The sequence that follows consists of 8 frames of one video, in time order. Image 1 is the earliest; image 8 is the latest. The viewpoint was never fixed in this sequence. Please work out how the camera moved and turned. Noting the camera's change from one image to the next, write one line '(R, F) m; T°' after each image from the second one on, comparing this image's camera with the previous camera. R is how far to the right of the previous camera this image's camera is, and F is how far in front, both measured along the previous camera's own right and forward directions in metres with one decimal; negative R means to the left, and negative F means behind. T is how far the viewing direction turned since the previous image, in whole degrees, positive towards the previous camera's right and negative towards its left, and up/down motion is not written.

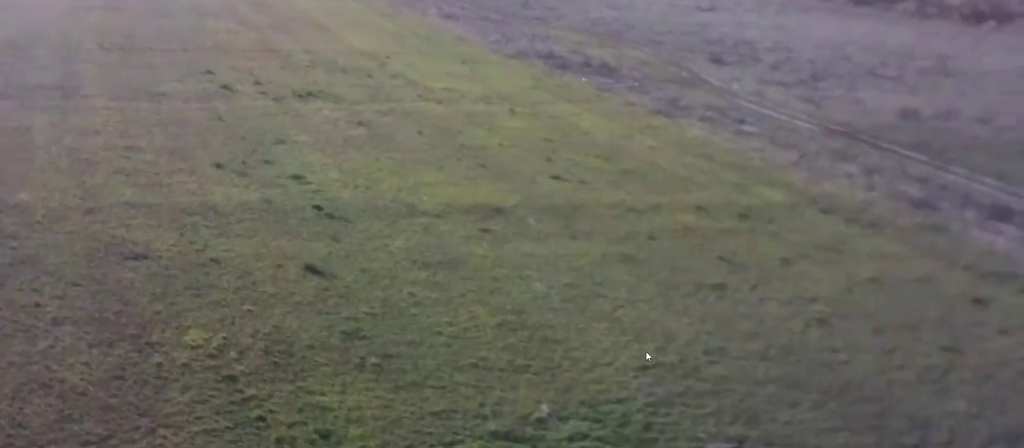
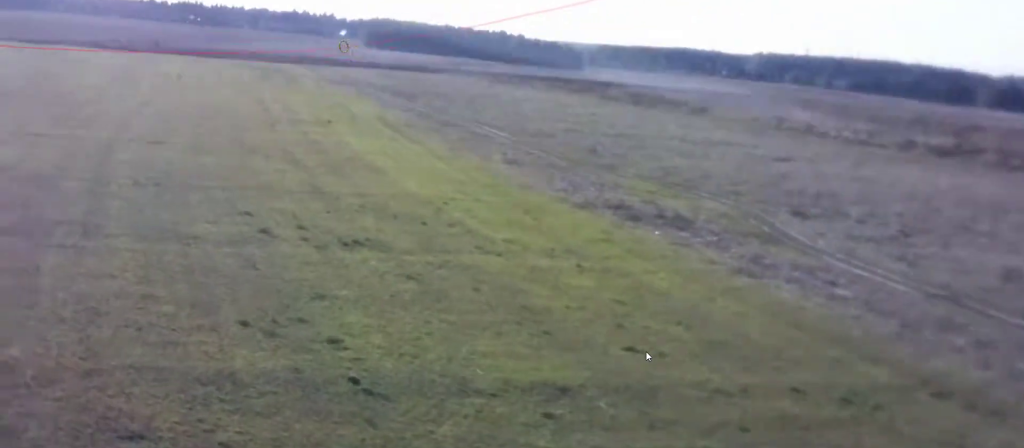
(-0.2, +9.1) m; -3°
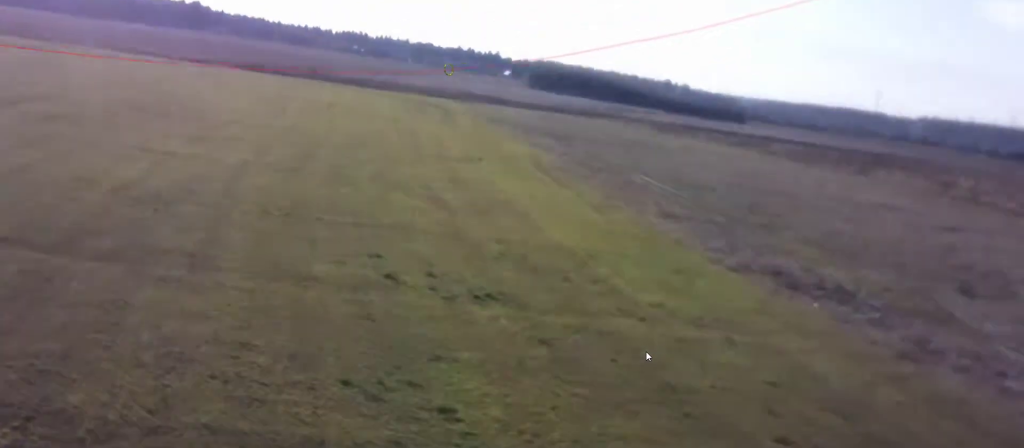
(+0.1, +6.7) m; -6°
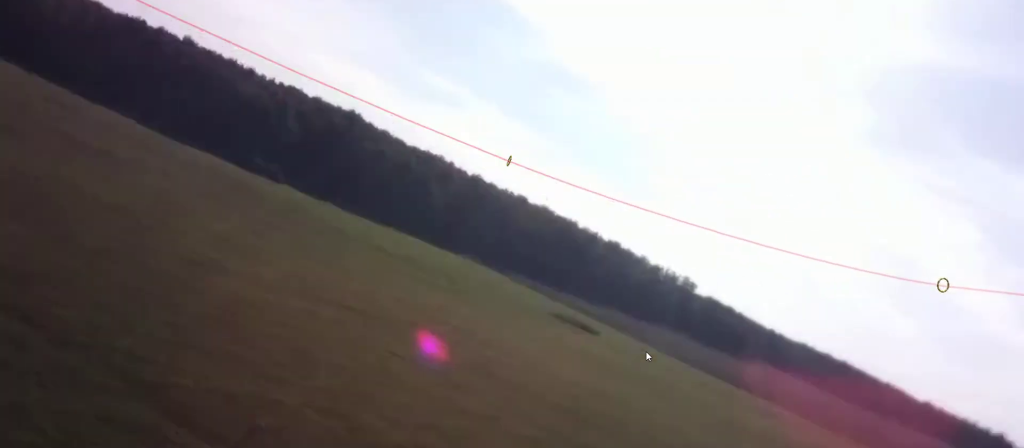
(-3.3, +17.7) m; -32°
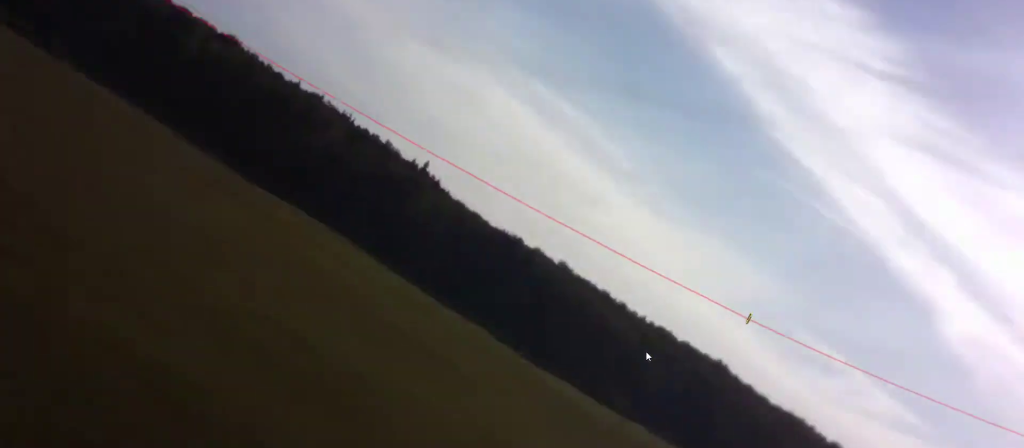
(-1.5, +5.9) m; -16°
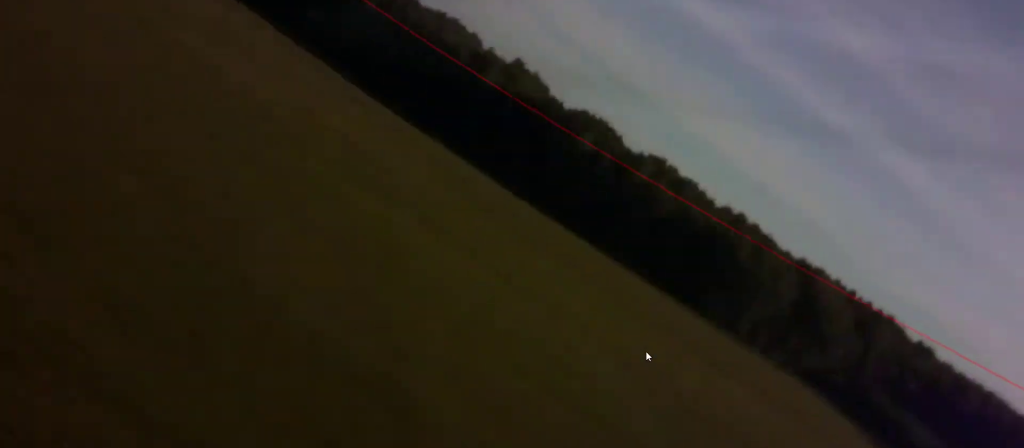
(-5.5, +14.1) m; -49°
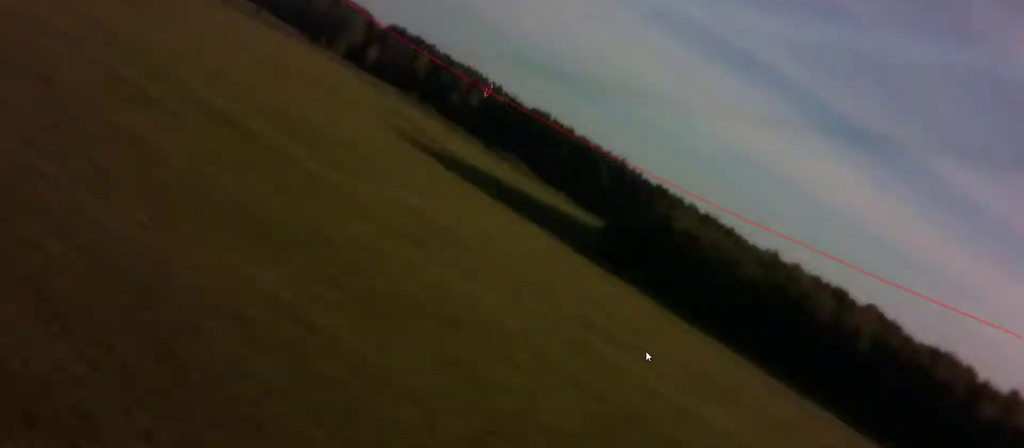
(-2.0, +6.9) m; -28°
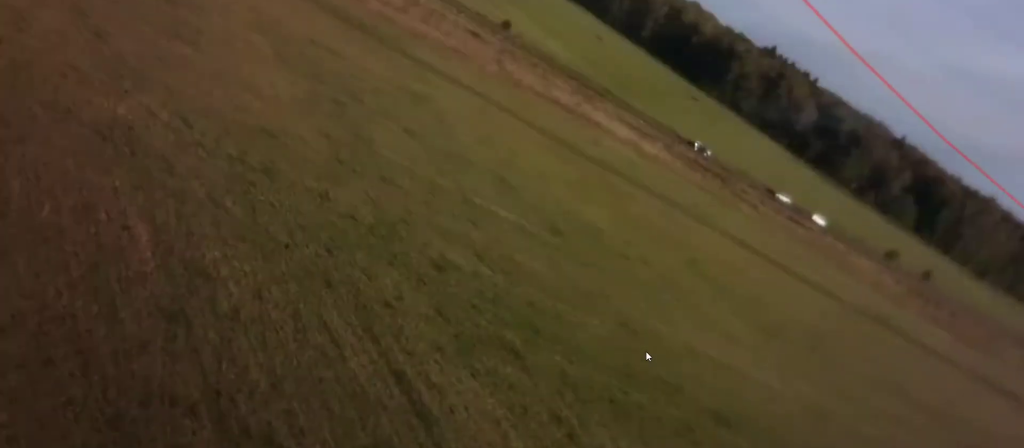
(-4.0, +10.3) m; -41°
